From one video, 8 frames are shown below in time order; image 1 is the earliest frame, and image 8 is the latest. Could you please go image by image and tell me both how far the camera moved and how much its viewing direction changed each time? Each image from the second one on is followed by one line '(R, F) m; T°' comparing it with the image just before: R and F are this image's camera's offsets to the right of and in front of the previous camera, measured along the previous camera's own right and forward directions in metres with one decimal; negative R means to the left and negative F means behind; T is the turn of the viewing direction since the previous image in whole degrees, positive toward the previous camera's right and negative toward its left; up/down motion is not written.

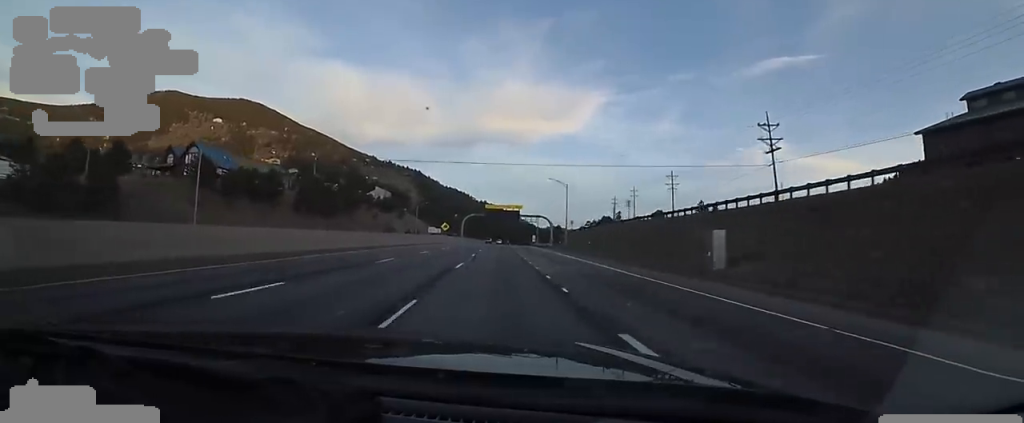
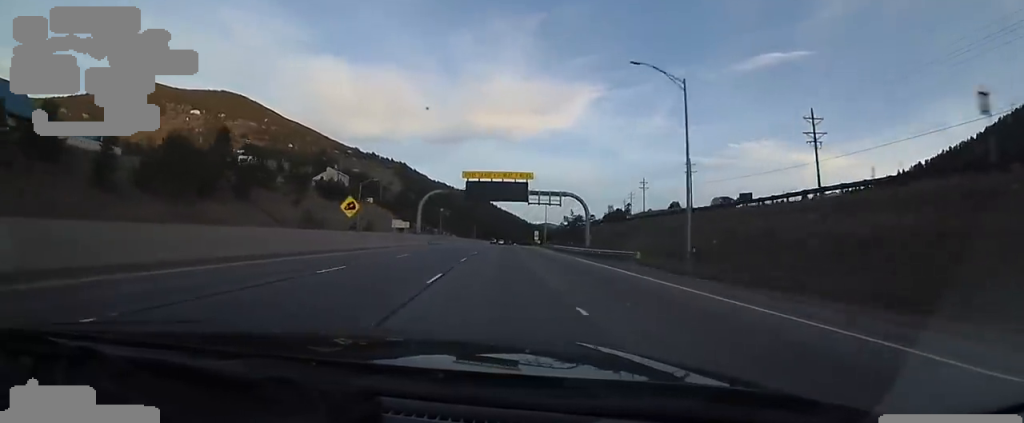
(-0.1, +54.2) m; +1°
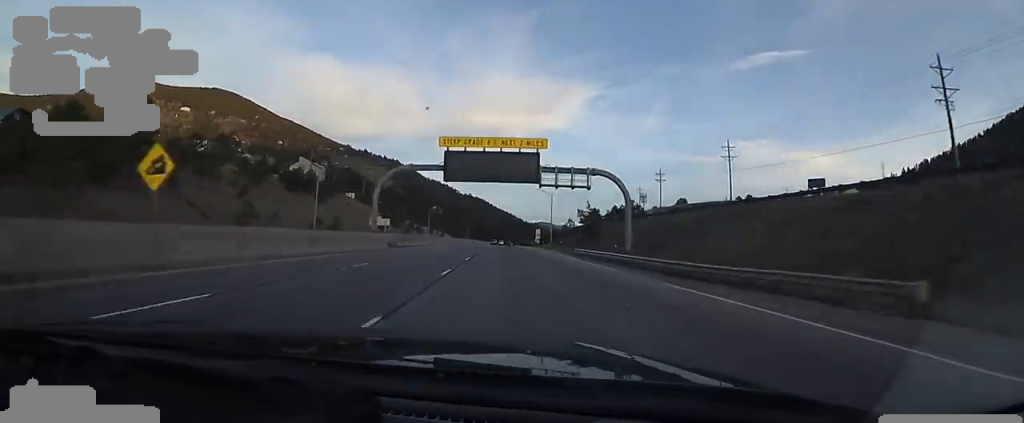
(+0.2, +20.8) m; 0°
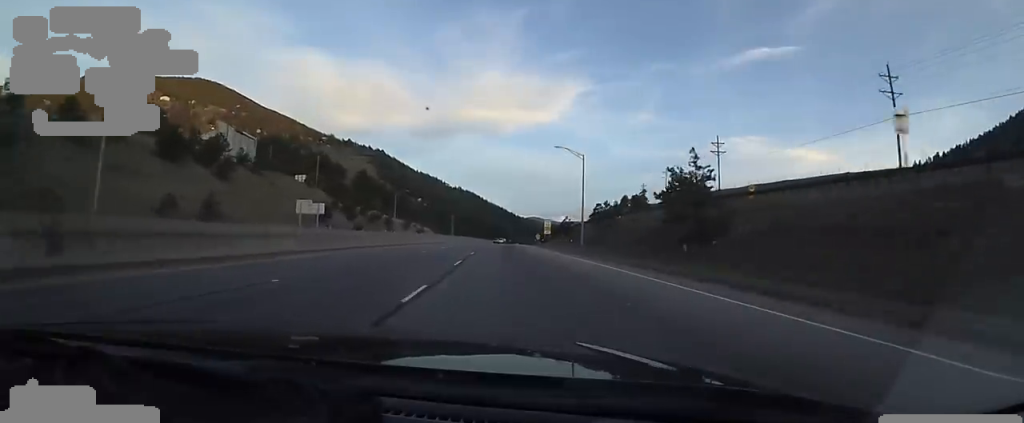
(0.0, +42.6) m; +2°
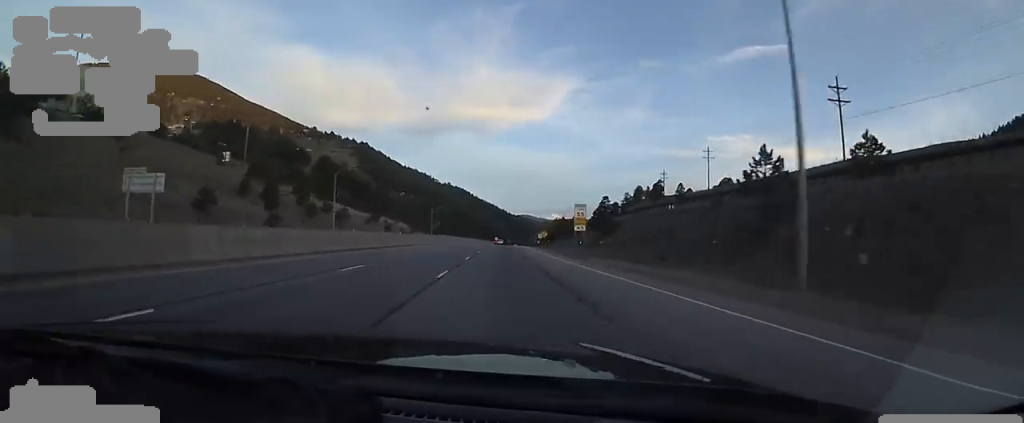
(+0.8, +40.8) m; +1°
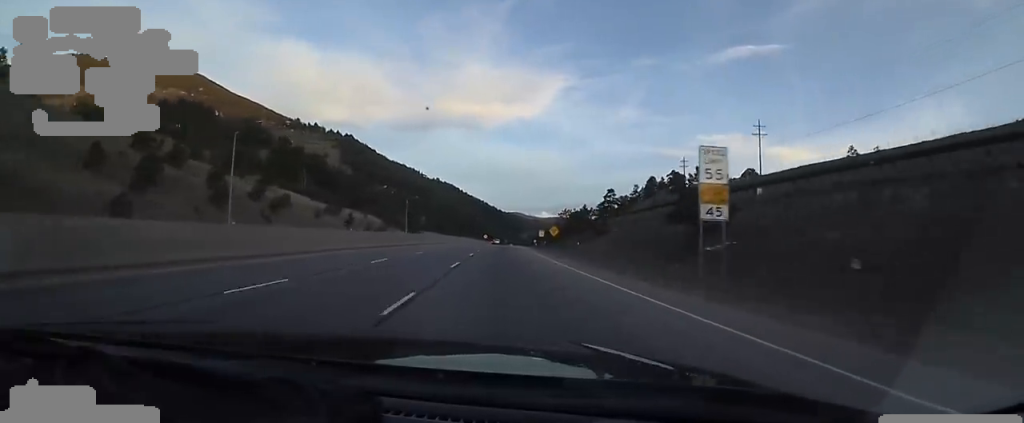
(-0.3, +31.0) m; 0°
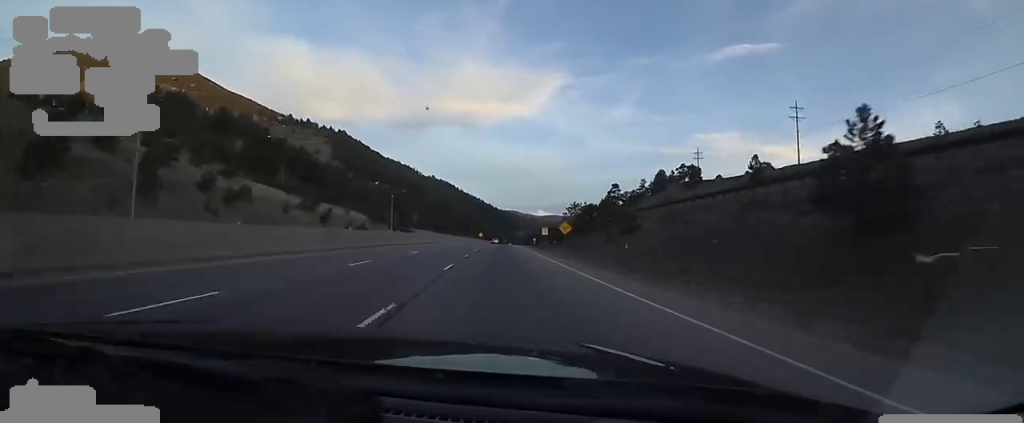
(+0.2, +15.0) m; 0°
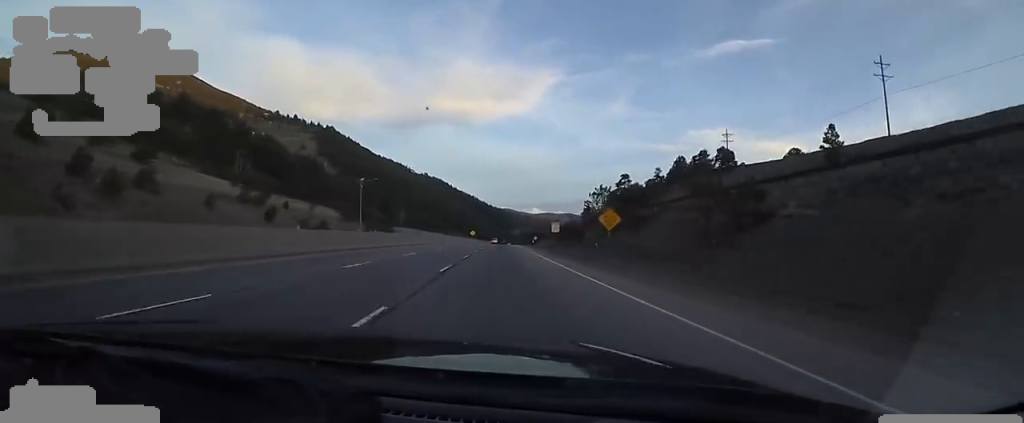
(0.0, +24.1) m; +1°
